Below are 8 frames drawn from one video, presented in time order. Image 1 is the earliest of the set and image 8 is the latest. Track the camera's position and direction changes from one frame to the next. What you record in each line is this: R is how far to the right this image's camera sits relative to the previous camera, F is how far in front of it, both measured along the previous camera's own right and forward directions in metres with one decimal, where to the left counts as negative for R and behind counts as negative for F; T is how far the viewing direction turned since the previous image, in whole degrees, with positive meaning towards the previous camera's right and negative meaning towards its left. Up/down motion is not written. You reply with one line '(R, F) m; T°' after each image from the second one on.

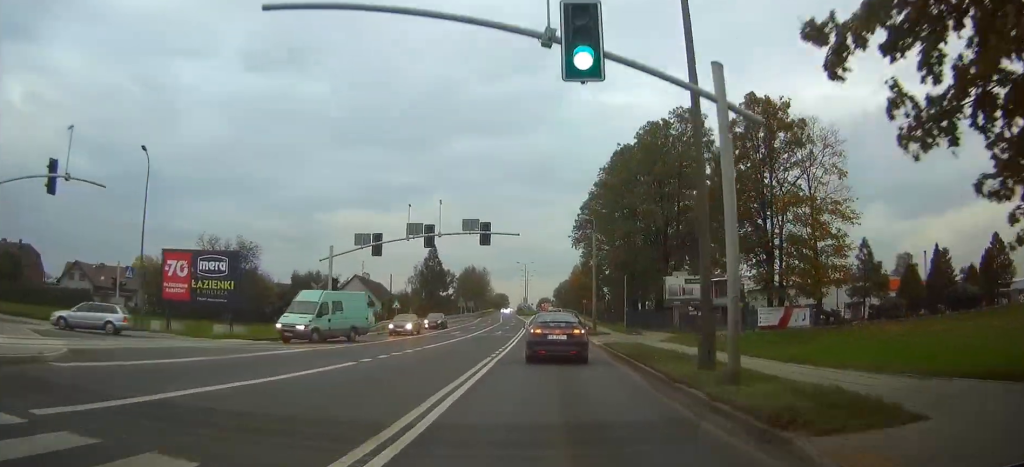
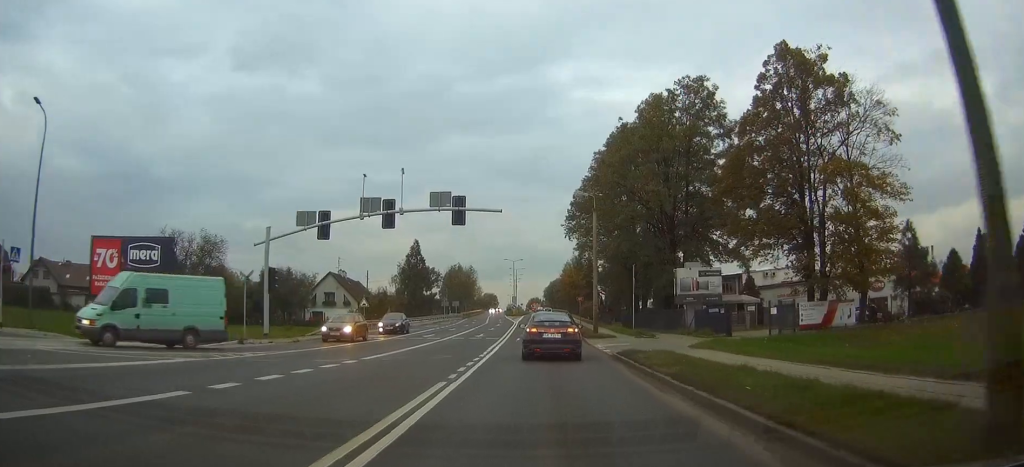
(0.0, +8.7) m; 0°
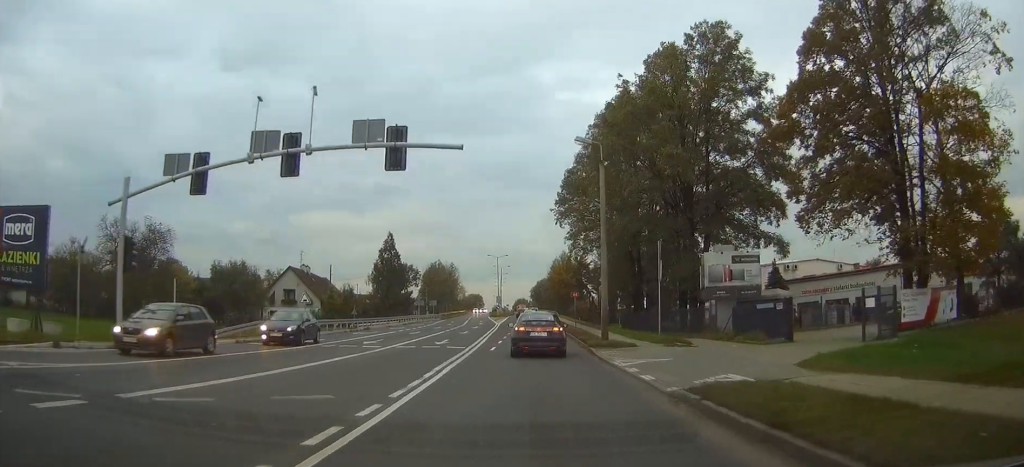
(0.0, +12.0) m; 0°
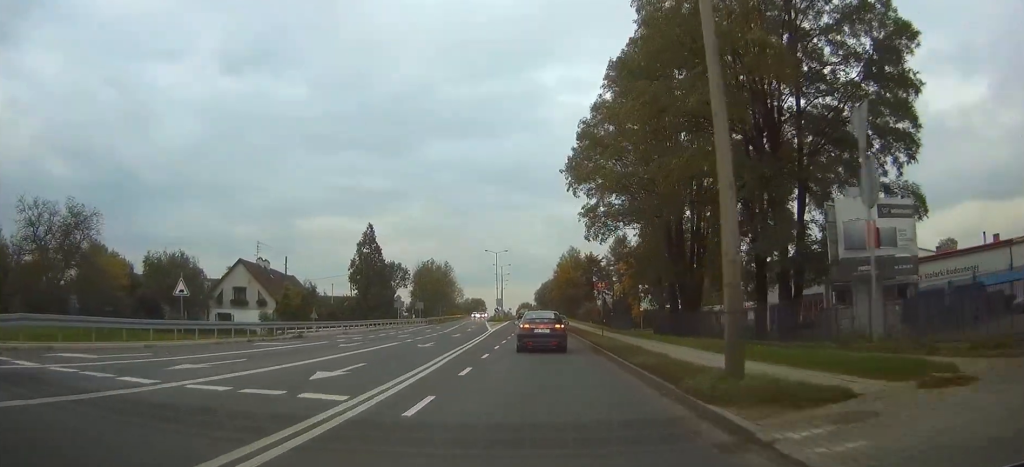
(0.0, +17.8) m; 0°
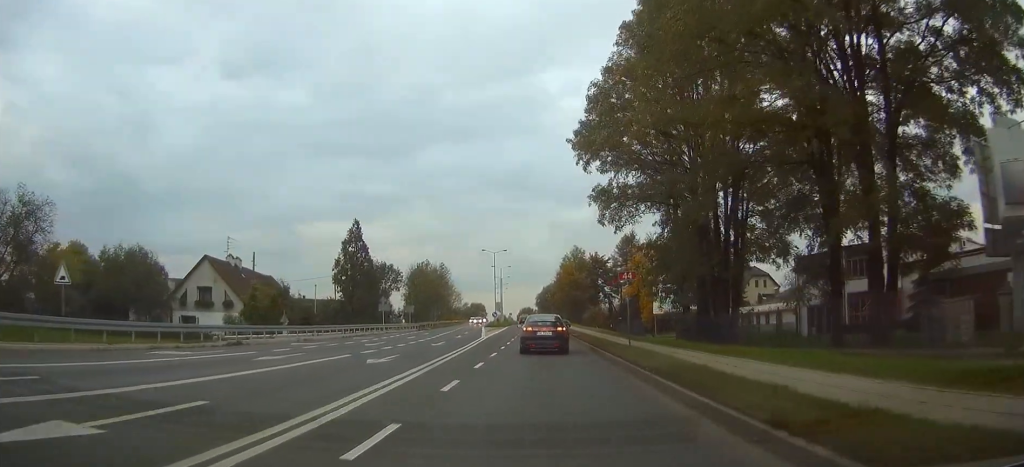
(0.0, +9.0) m; 0°
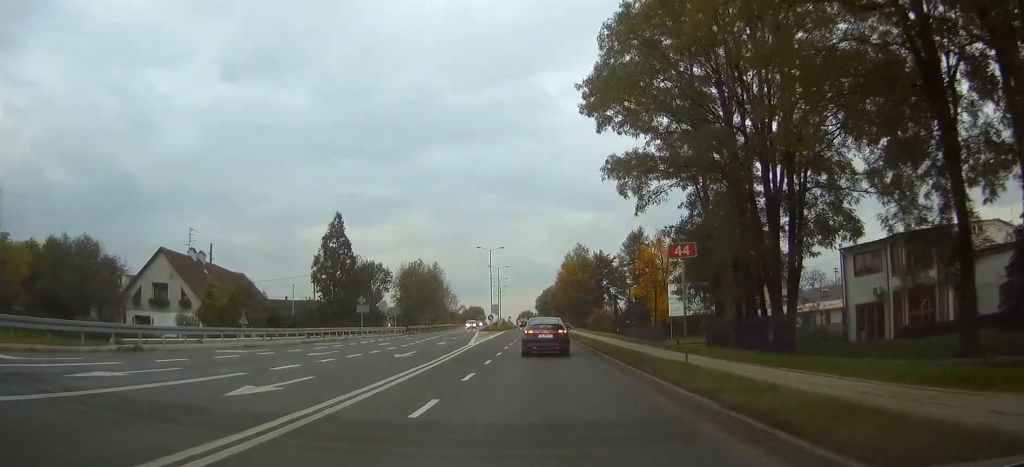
(0.0, +8.9) m; 0°
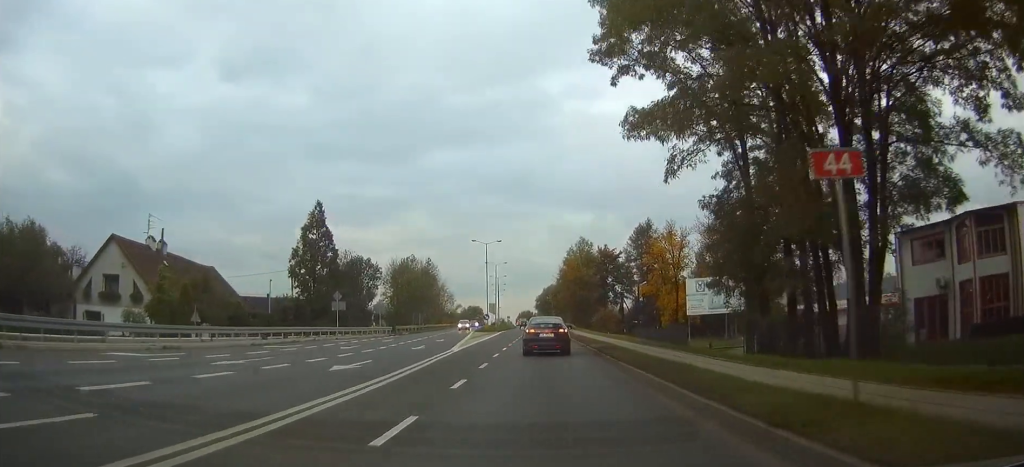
(0.0, +8.0) m; 0°
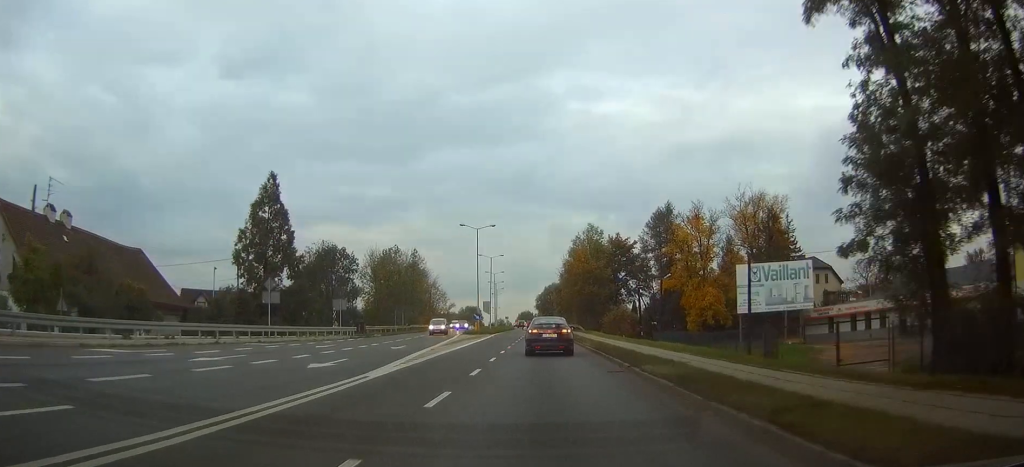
(0.0, +14.5) m; 0°
